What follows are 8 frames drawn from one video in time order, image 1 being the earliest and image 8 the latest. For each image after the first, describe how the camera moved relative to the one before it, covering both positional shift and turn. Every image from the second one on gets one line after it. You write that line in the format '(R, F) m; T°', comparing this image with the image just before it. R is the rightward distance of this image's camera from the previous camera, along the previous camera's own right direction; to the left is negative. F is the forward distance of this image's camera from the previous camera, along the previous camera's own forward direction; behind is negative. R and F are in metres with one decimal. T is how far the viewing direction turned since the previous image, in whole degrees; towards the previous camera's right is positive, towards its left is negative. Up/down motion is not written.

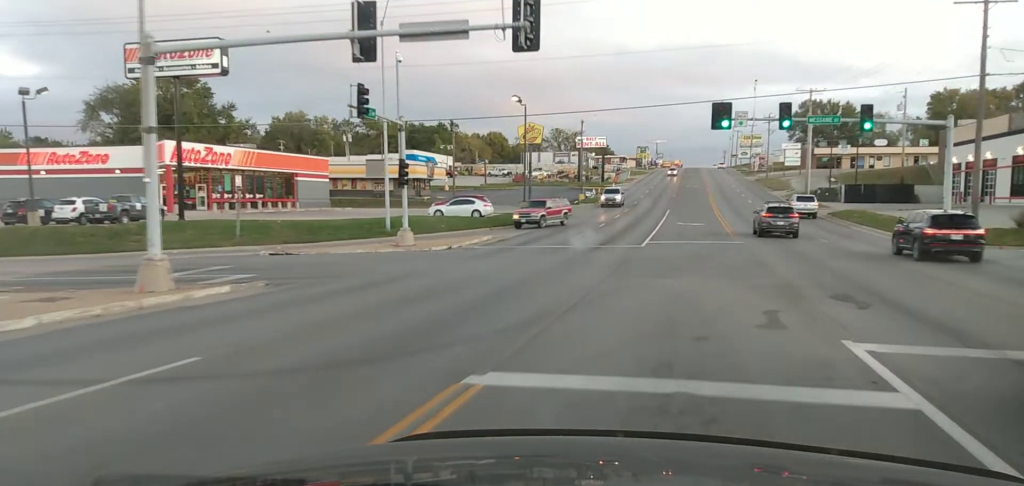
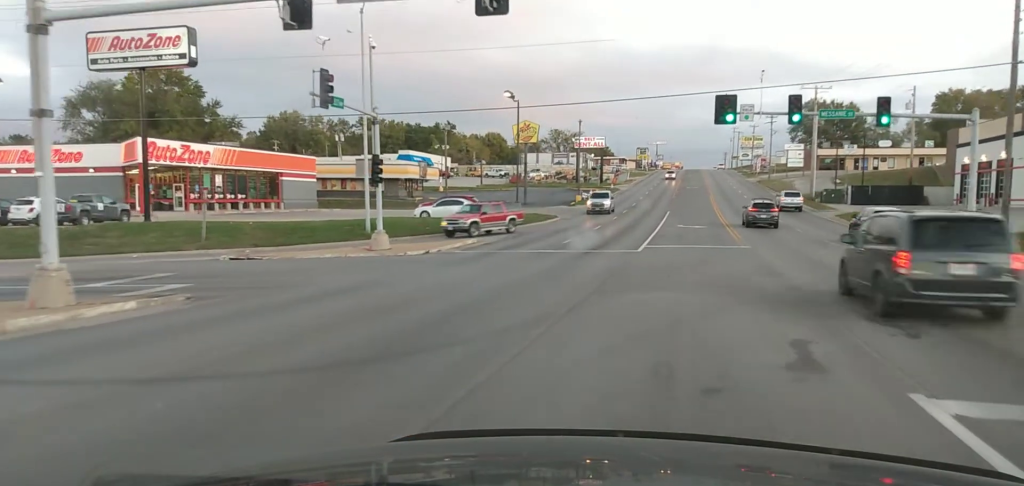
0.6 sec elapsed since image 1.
(0.0, +4.2) m; 0°
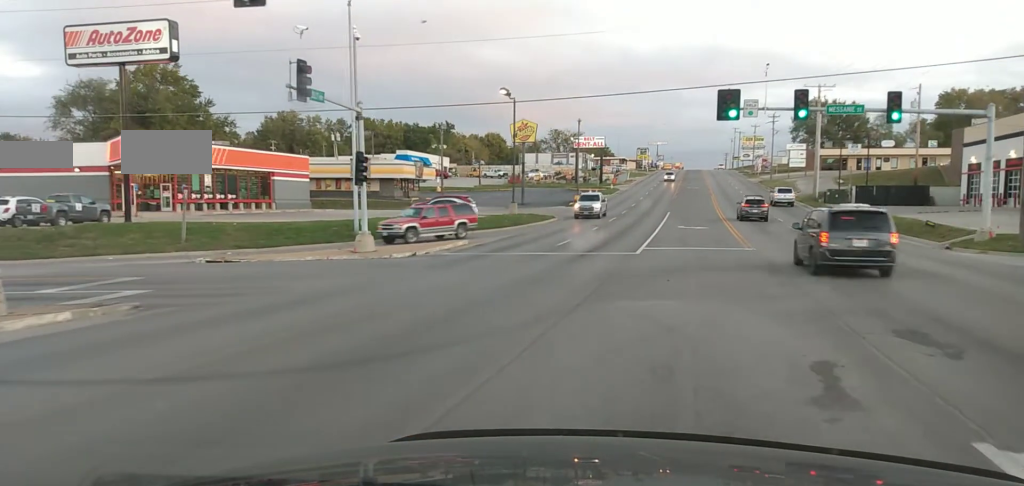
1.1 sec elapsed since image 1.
(0.0, +2.6) m; -1°
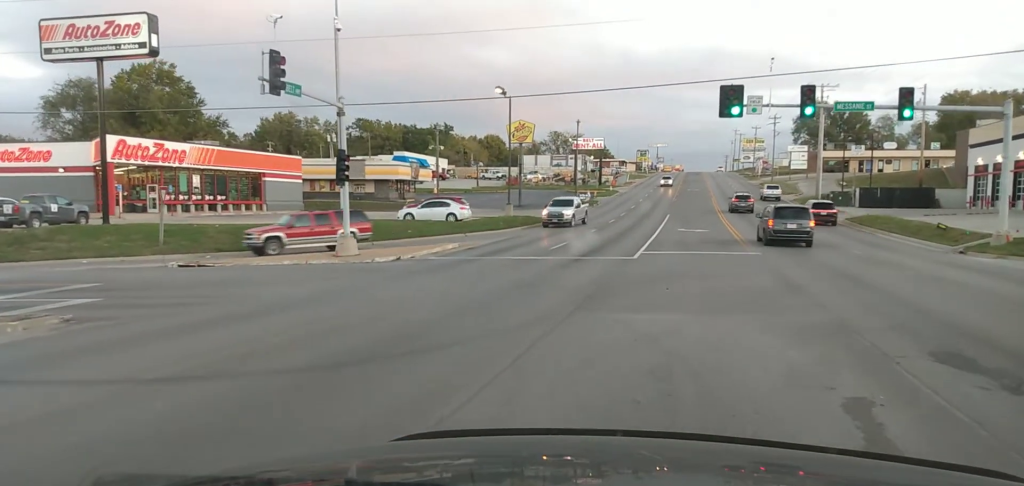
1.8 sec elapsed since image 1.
(0.0, +3.6) m; -1°
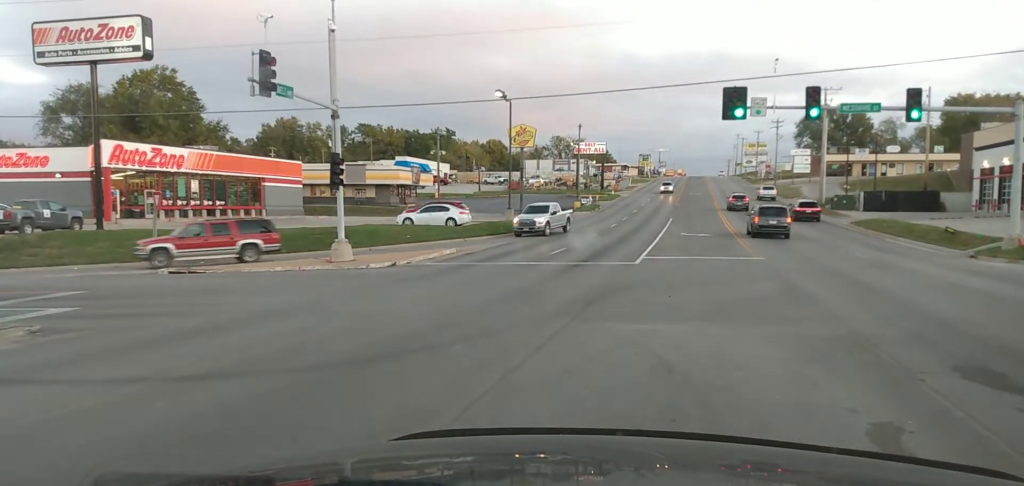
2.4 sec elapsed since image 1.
(-0.1, +2.0) m; -1°
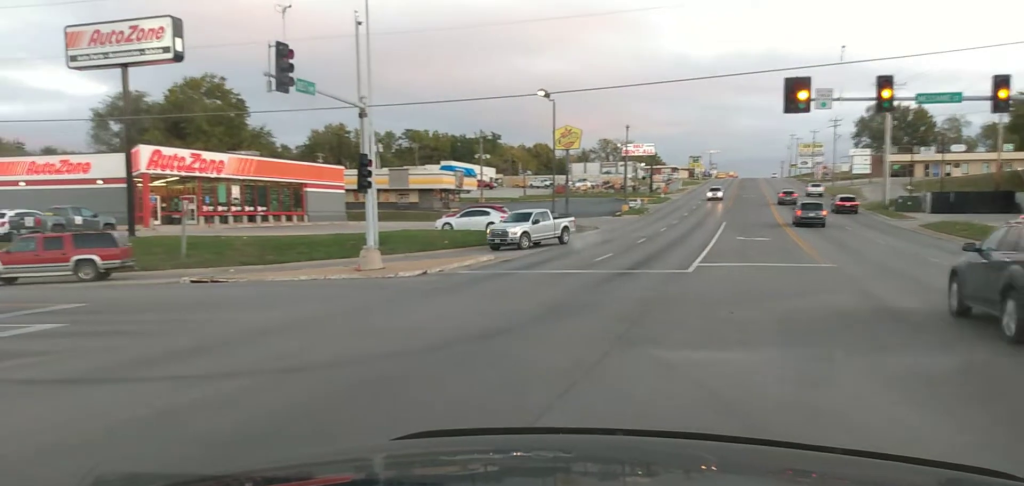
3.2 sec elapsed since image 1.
(0.0, +2.8) m; -8°
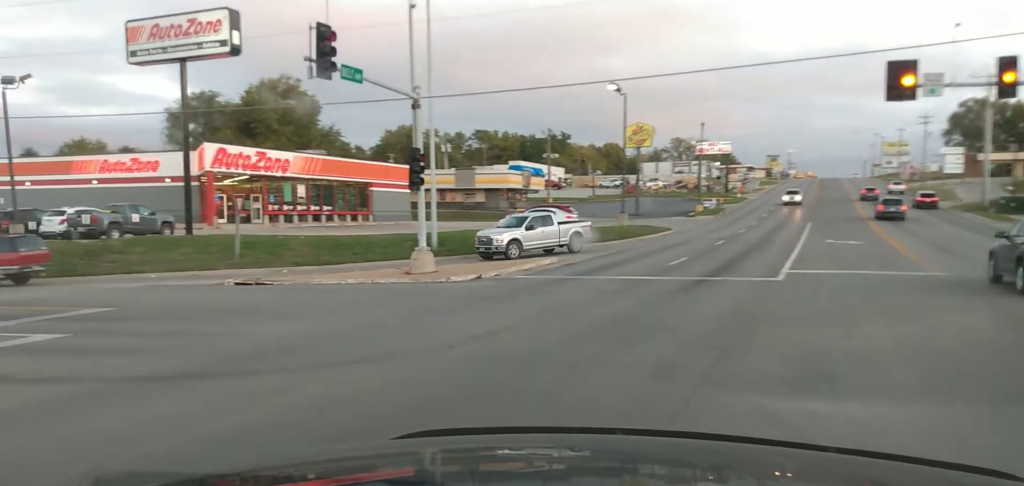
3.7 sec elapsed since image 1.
(-0.1, +2.0) m; -6°
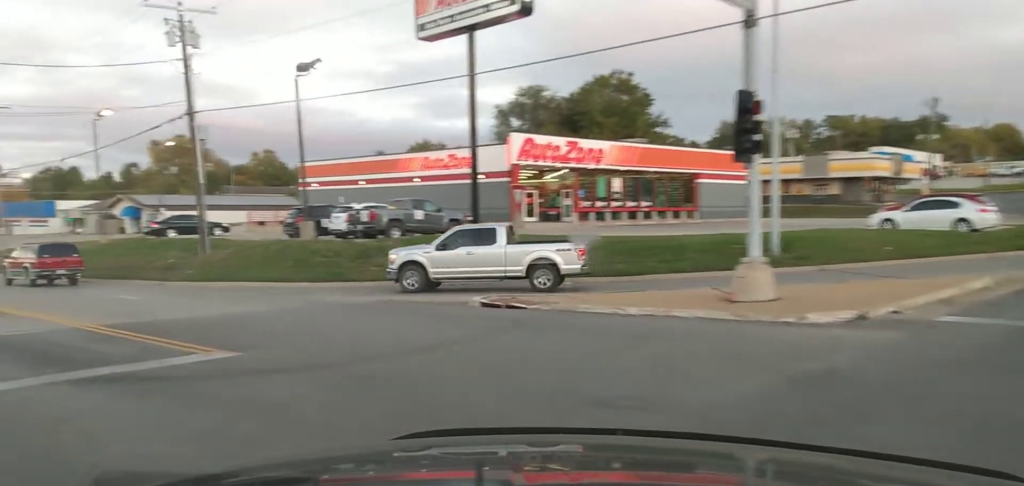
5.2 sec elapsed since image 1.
(-1.2, +7.8) m; -16°
